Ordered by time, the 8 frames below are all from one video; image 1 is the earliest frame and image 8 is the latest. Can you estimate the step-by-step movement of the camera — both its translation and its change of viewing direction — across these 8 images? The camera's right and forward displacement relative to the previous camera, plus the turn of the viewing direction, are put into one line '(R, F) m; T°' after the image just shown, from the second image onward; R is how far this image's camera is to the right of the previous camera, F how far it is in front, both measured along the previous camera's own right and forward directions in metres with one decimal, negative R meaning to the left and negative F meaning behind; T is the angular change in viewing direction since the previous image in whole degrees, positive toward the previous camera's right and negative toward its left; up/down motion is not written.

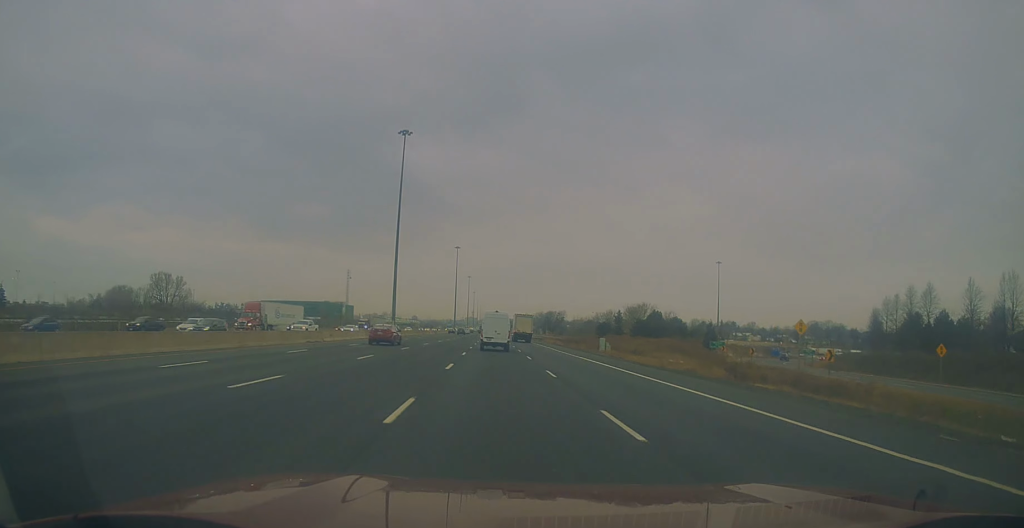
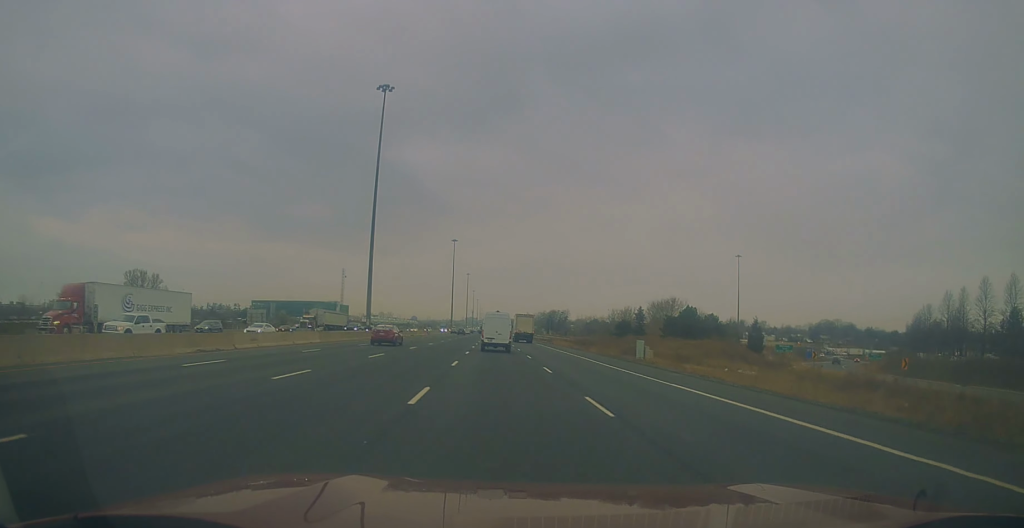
(+0.1, +19.6) m; 0°
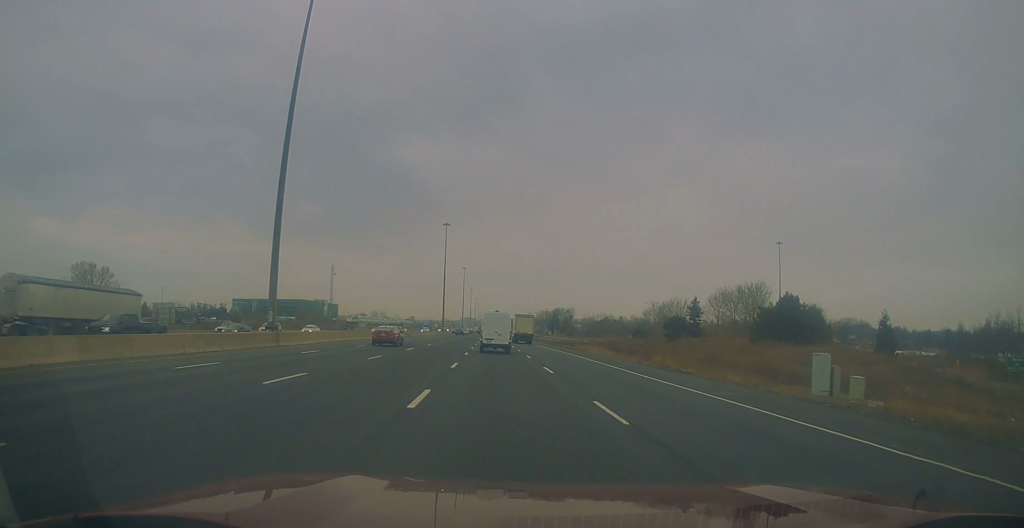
(0.0, +35.3) m; -1°
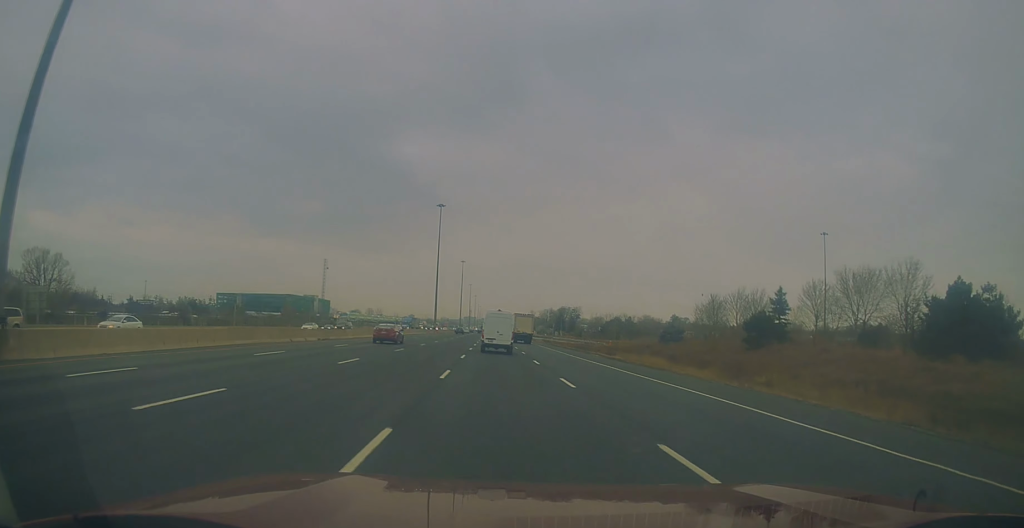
(-0.5, +26.2) m; 0°
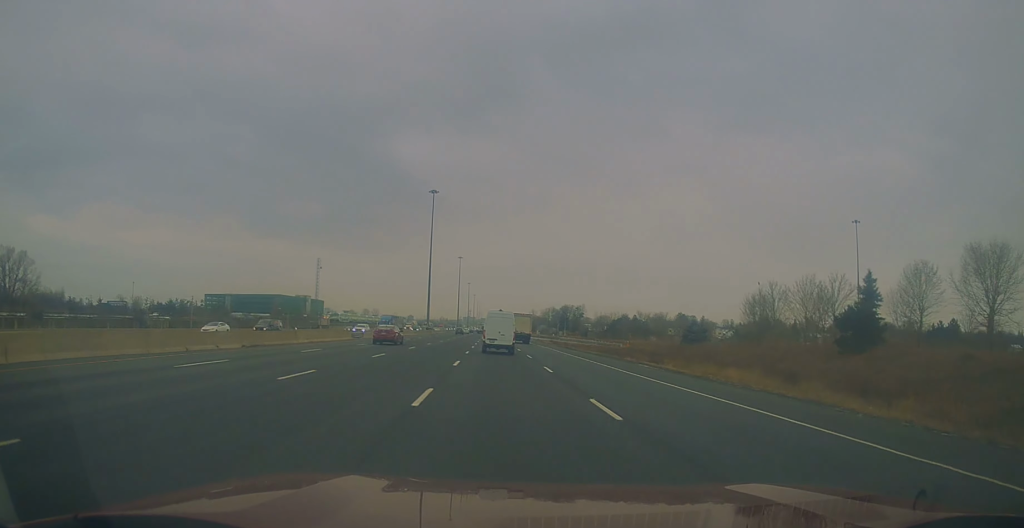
(+0.2, +18.6) m; 0°
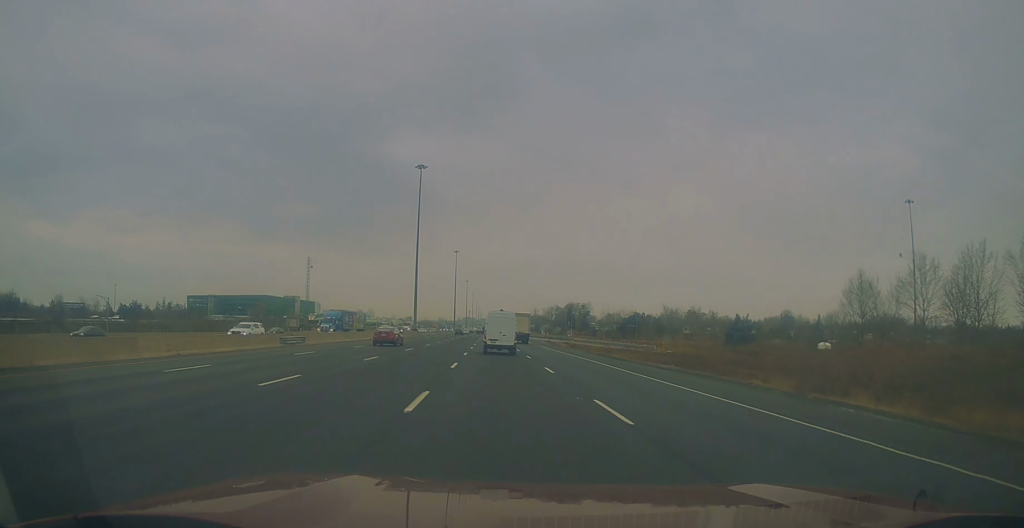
(+0.2, +24.5) m; 0°
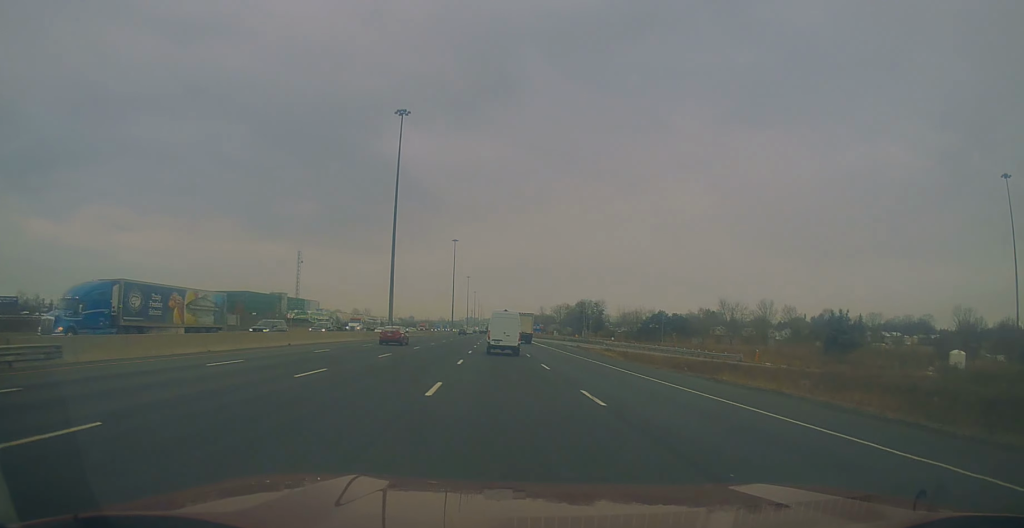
(+0.1, +33.2) m; +1°
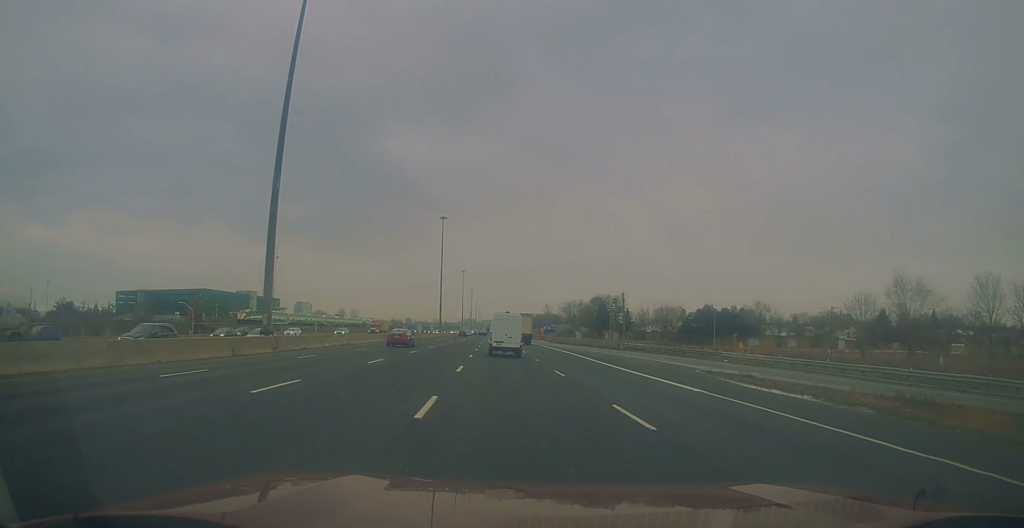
(+0.1, +50.7) m; -2°
